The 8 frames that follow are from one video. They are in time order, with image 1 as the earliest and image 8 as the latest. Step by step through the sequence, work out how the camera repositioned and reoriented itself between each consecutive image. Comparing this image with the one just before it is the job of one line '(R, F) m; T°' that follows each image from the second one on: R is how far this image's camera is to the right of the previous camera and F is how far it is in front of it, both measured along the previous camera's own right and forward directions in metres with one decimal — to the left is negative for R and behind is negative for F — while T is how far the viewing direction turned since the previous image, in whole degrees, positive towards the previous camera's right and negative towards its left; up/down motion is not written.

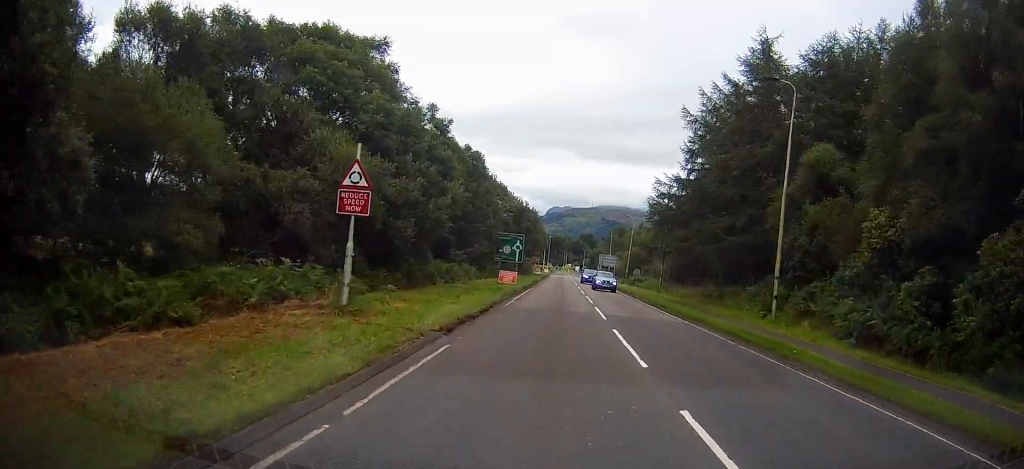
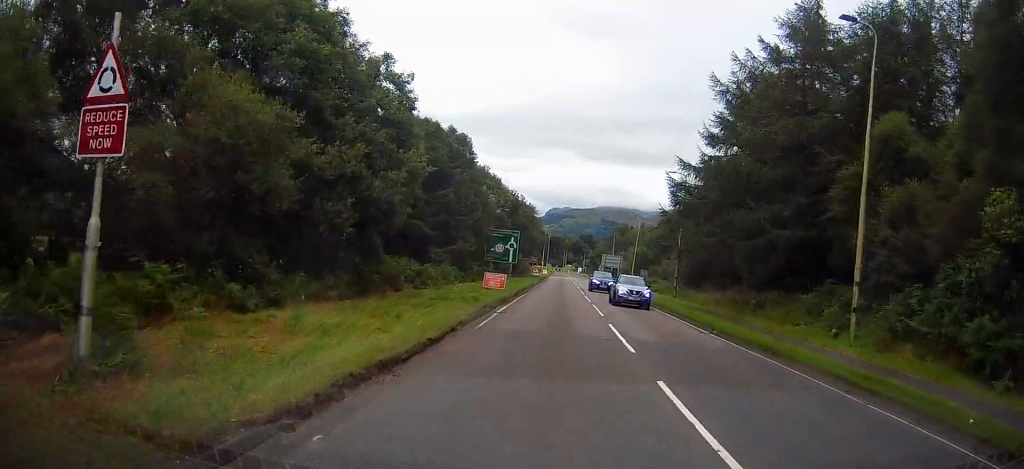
(-0.2, +7.9) m; -1°
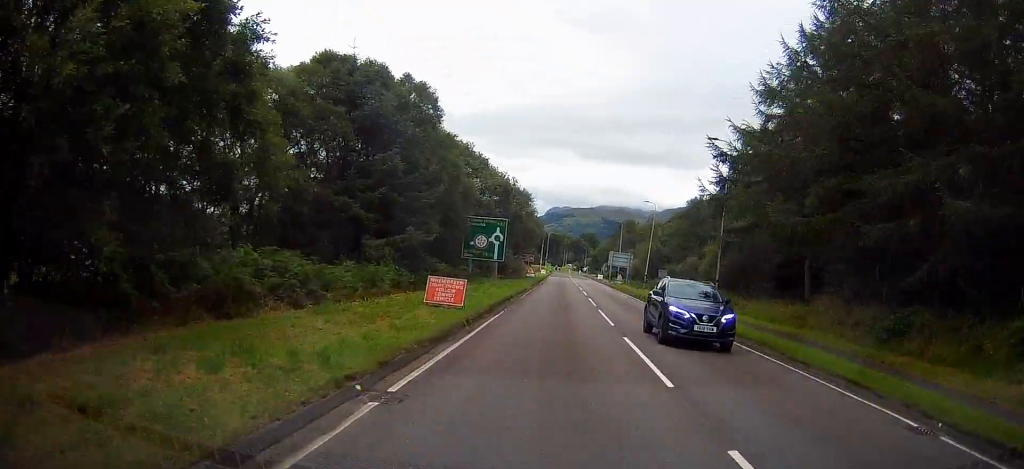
(-0.1, +13.9) m; 0°
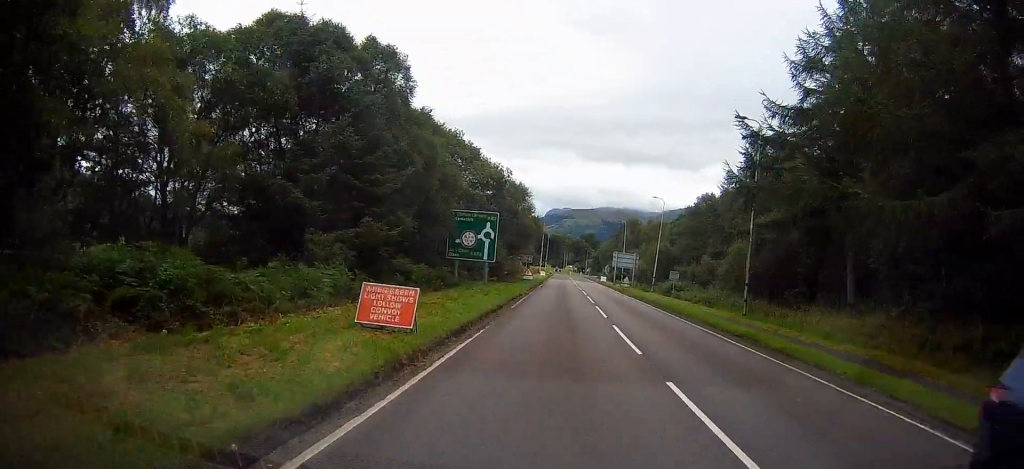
(0.0, +6.2) m; +1°
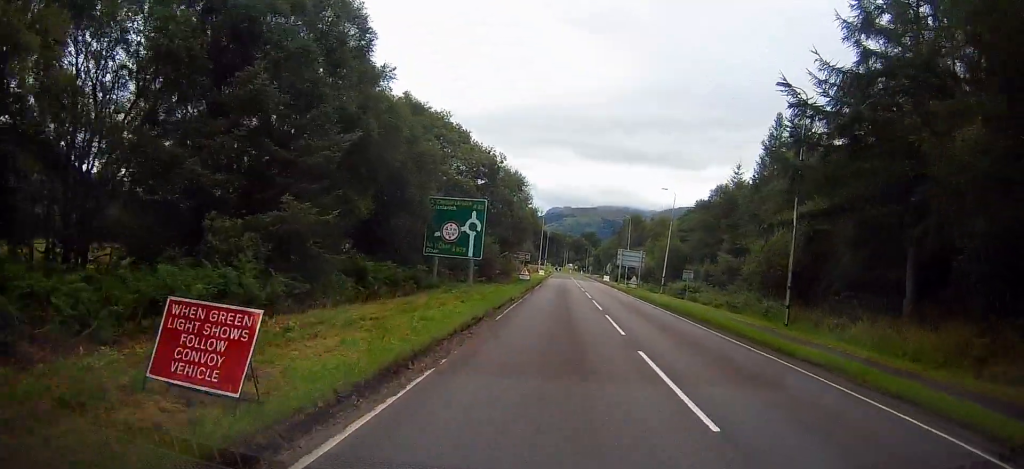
(-0.1, +6.4) m; +1°
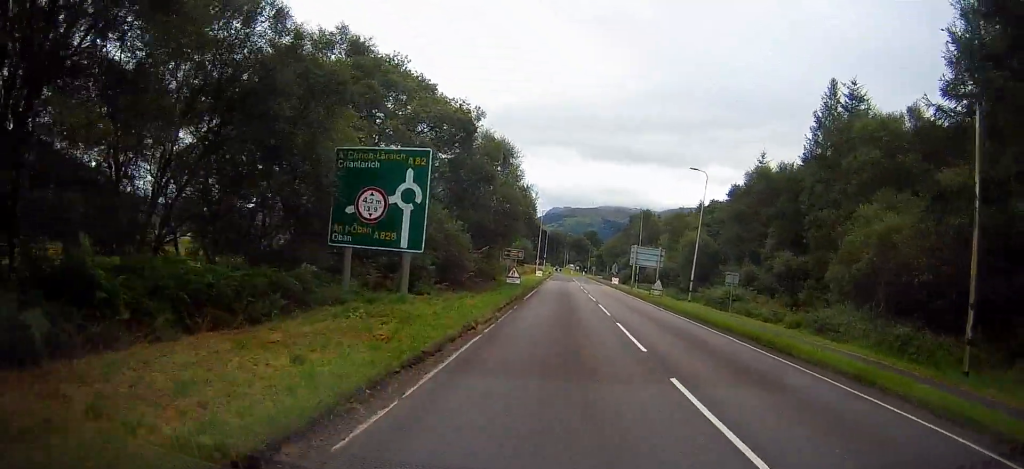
(+0.3, +13.5) m; +1°
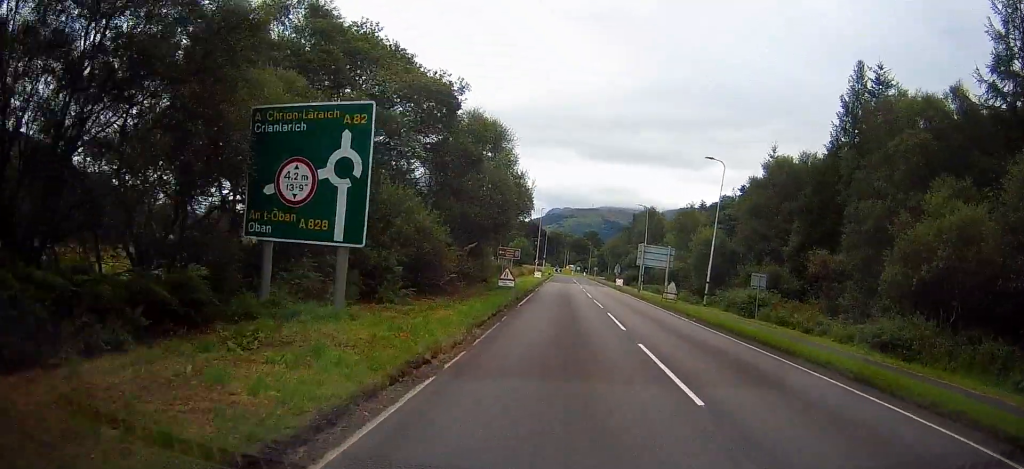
(0.0, +5.3) m; -1°
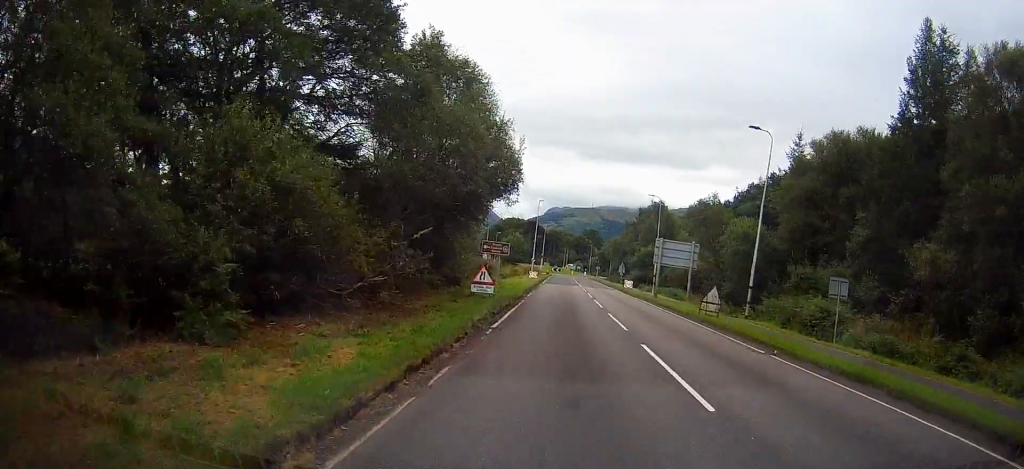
(-0.1, +10.3) m; -1°
